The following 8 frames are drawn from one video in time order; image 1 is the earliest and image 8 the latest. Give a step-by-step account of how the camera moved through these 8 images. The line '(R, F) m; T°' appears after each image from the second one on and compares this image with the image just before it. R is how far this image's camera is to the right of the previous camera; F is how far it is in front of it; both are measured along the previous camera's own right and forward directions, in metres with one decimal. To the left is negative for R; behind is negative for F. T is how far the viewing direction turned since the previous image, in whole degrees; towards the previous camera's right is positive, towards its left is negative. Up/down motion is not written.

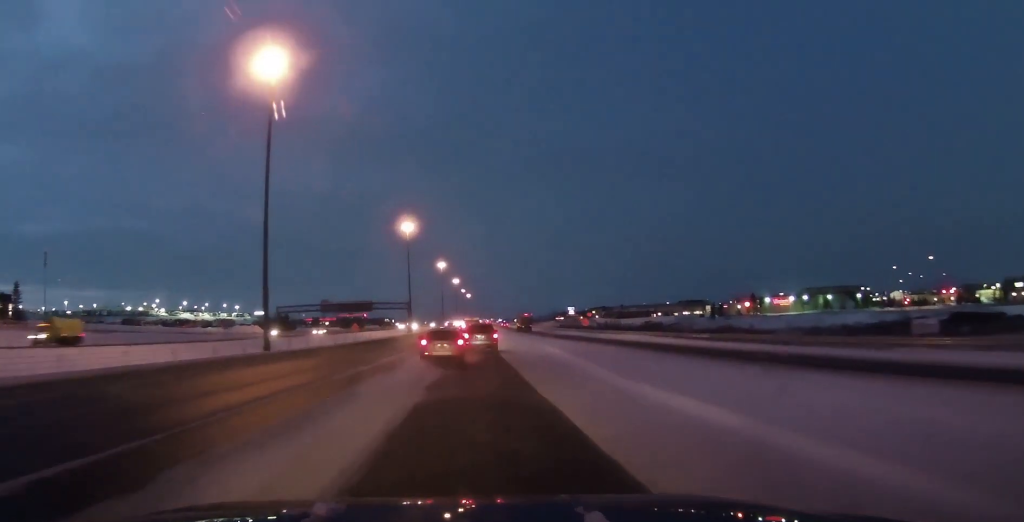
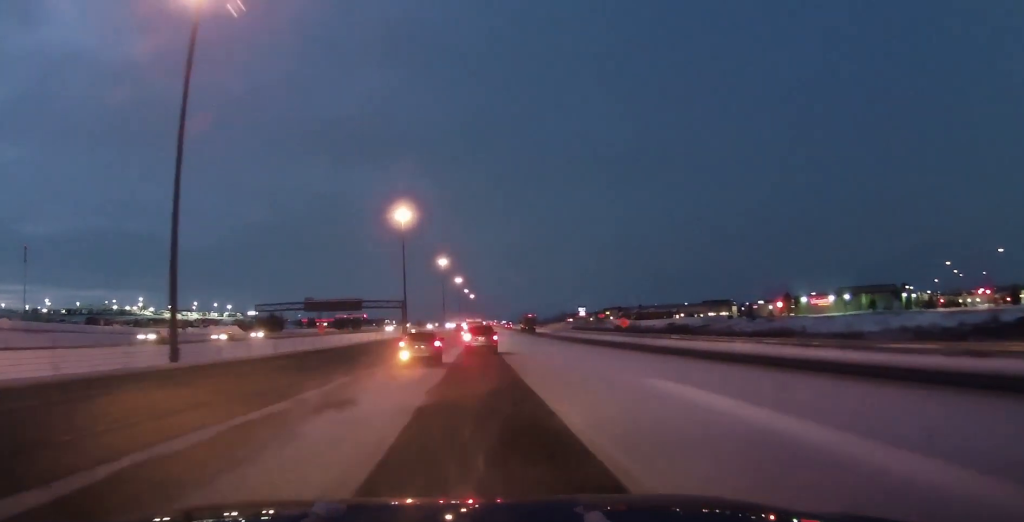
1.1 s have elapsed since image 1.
(-0.2, +26.2) m; 0°
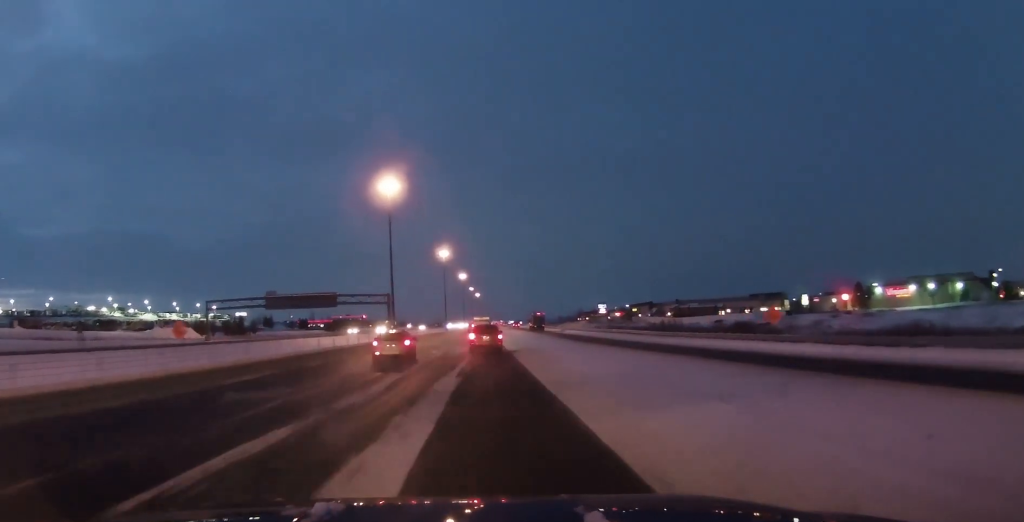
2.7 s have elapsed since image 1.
(+0.2, +41.7) m; +1°
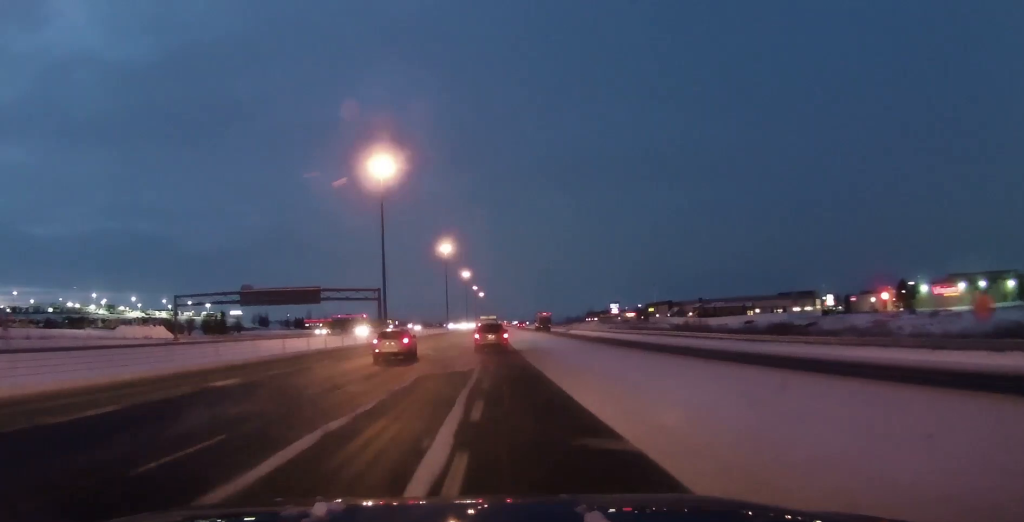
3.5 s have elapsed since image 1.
(+0.3, +19.7) m; -1°
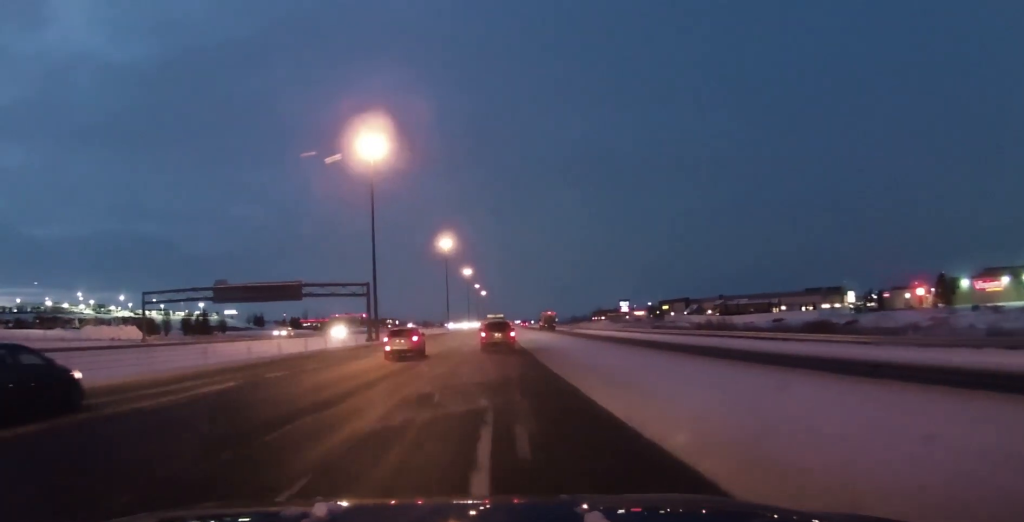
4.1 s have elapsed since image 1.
(-0.4, +15.5) m; 0°
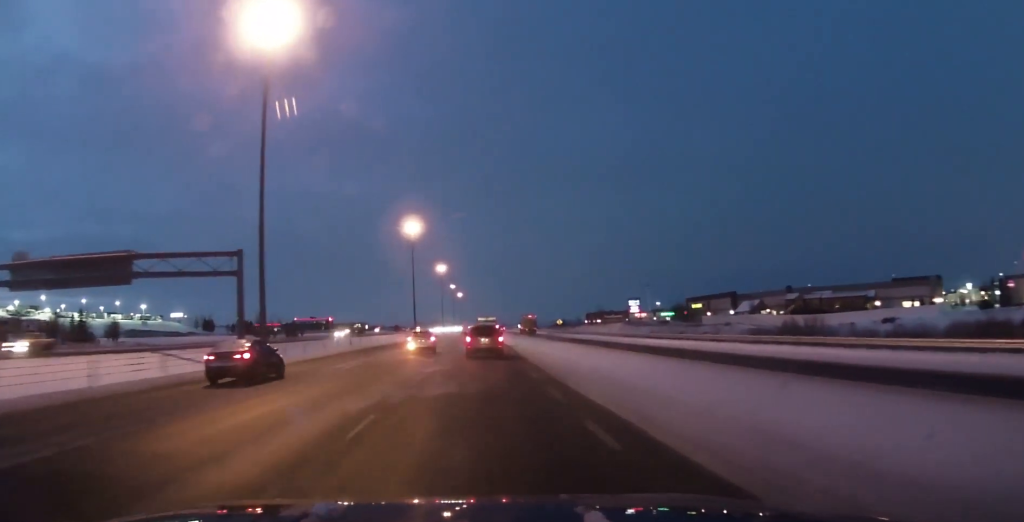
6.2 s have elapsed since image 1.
(+0.1, +53.9) m; +1°
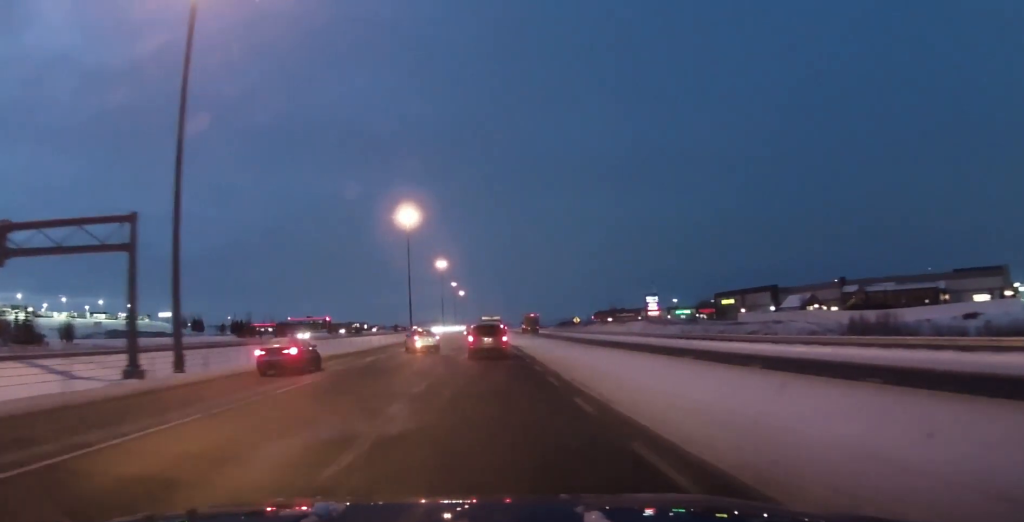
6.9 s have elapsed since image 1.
(+0.1, +20.5) m; 0°
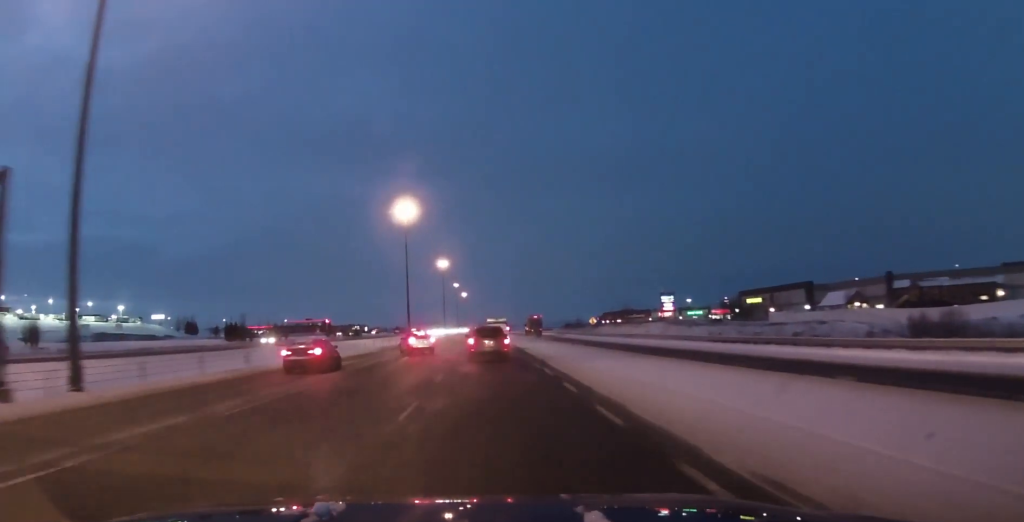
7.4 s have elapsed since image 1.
(0.0, +13.5) m; 0°
